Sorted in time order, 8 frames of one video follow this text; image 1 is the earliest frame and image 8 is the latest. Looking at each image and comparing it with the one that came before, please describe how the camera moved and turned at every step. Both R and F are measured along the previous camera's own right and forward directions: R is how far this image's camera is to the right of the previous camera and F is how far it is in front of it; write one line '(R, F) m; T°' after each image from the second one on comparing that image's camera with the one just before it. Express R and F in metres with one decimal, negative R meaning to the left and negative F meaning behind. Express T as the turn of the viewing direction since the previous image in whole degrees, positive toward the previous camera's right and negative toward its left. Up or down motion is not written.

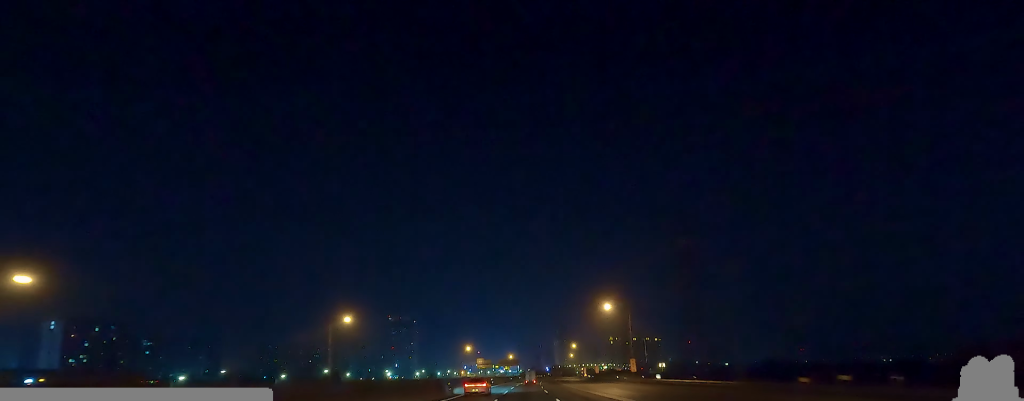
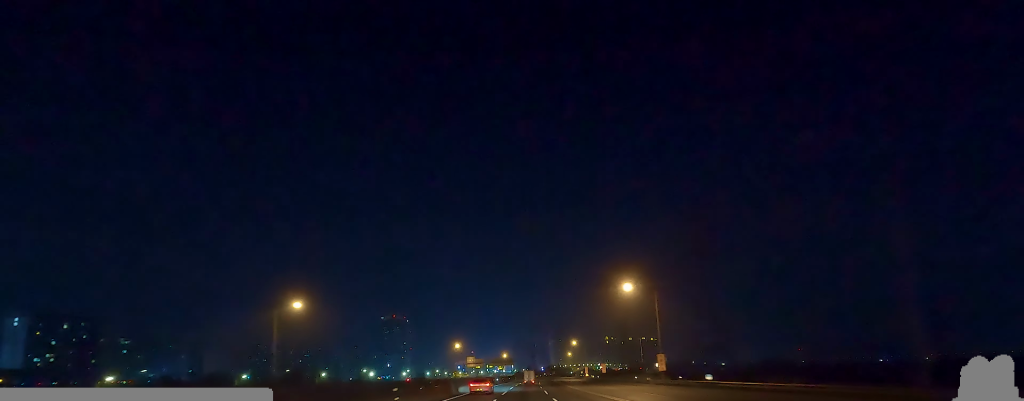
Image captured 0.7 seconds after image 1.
(-0.5, +19.4) m; 0°
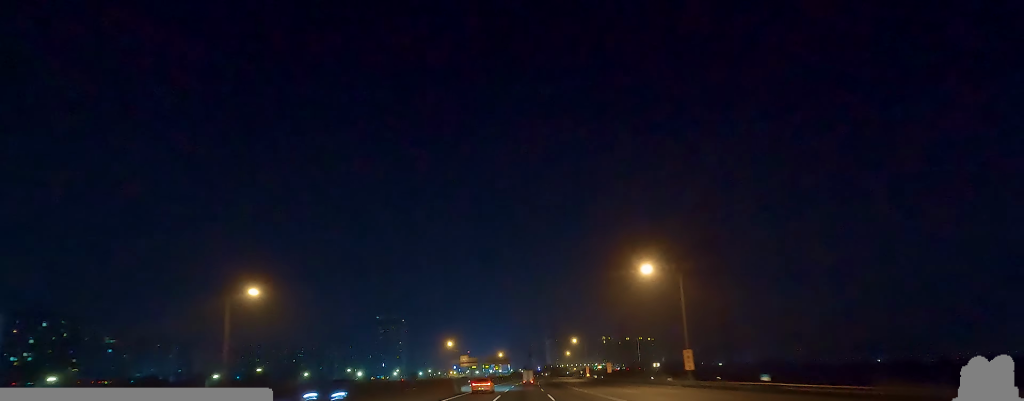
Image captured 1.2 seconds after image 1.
(-0.2, +11.5) m; 0°
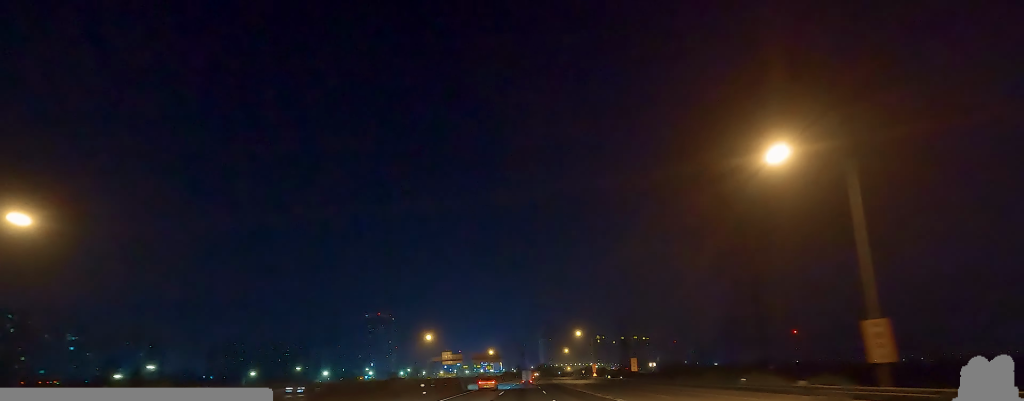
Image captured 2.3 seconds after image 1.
(+0.7, +29.1) m; 0°
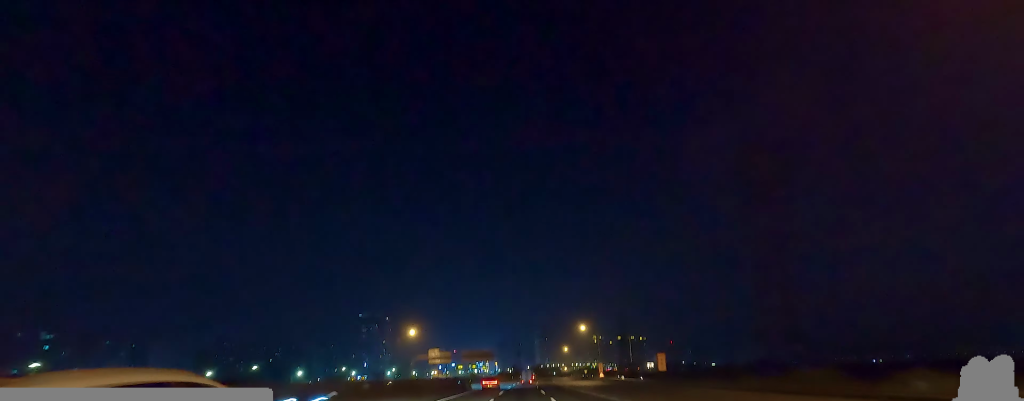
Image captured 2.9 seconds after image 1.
(-0.6, +17.5) m; 0°
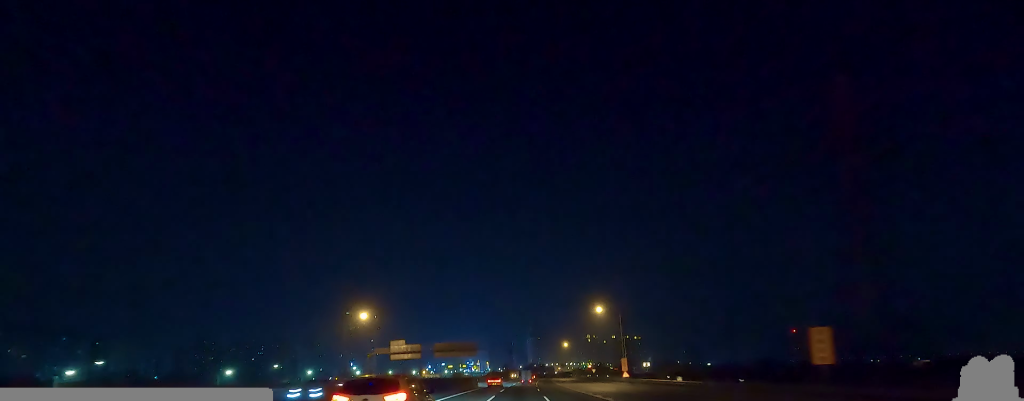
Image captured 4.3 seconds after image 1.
(+1.0, +34.9) m; +2°
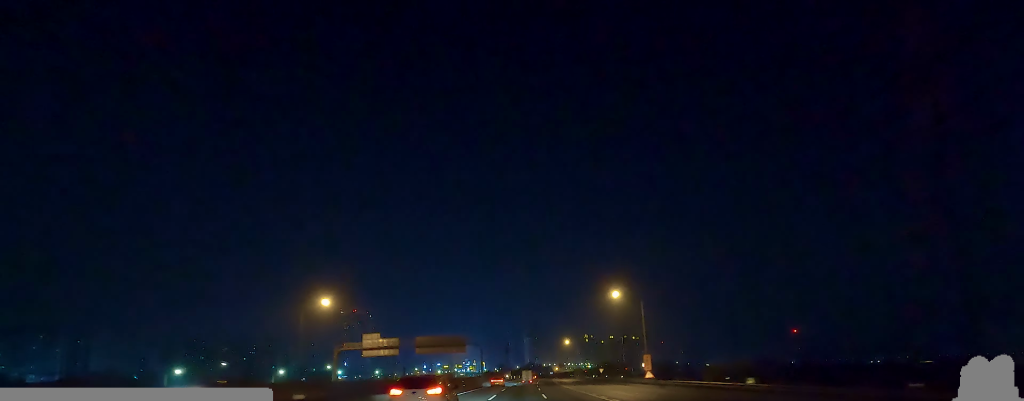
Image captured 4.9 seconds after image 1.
(0.0, +17.4) m; 0°
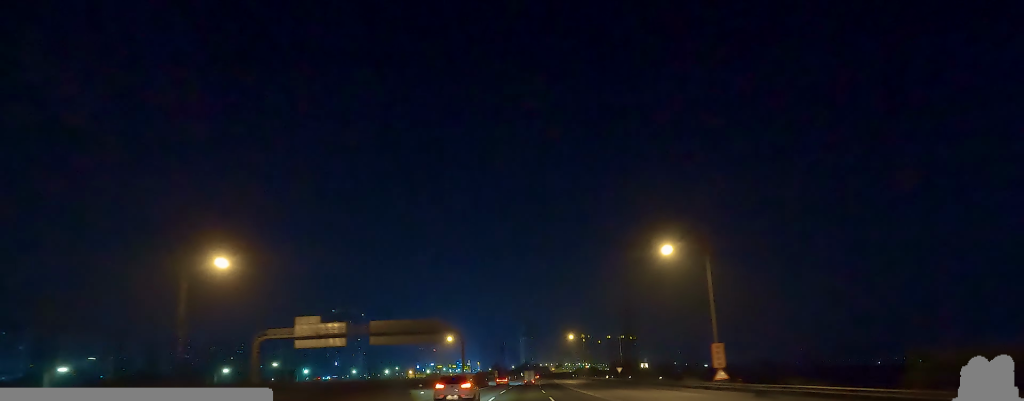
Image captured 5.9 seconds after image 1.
(0.0, +26.3) m; +2°
